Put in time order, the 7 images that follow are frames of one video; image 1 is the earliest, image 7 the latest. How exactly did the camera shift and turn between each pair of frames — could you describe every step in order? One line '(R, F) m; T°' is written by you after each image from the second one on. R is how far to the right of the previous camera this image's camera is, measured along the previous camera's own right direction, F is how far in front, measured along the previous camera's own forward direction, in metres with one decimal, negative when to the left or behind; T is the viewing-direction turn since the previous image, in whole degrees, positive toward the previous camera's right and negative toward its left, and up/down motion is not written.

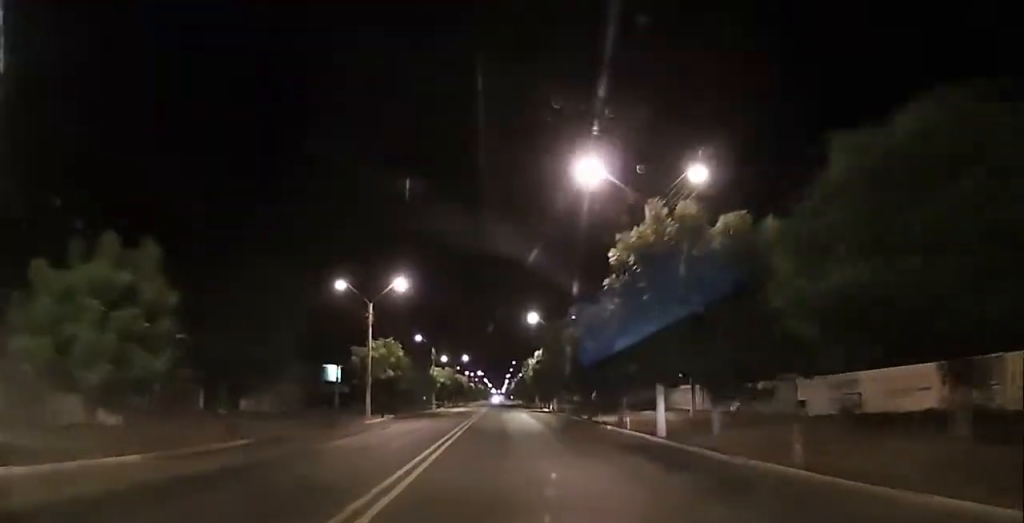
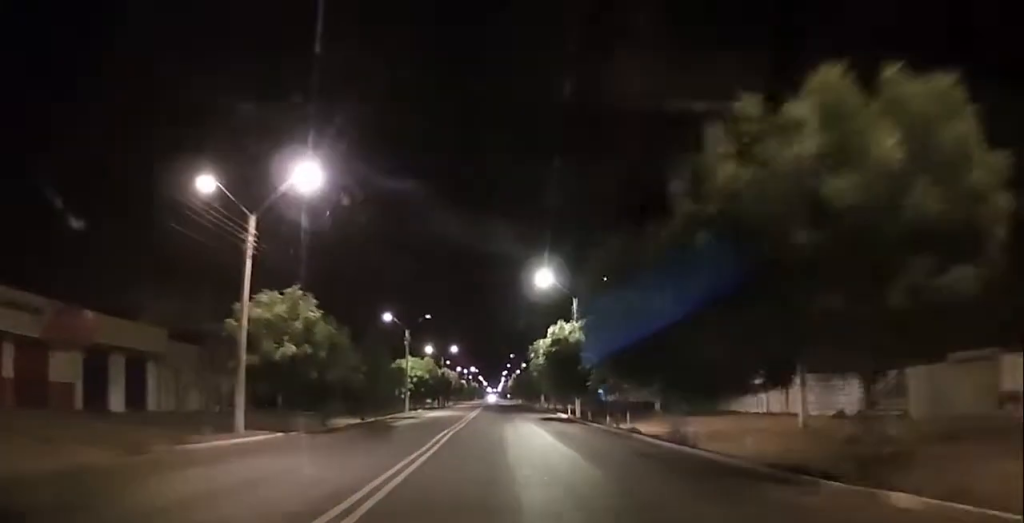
(-0.4, +19.5) m; -3°
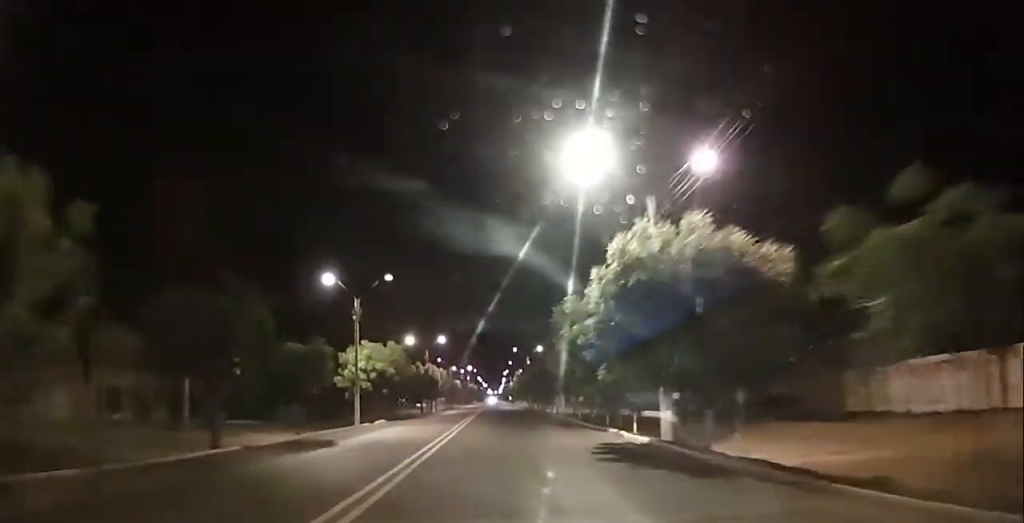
(+0.1, +21.1) m; +1°
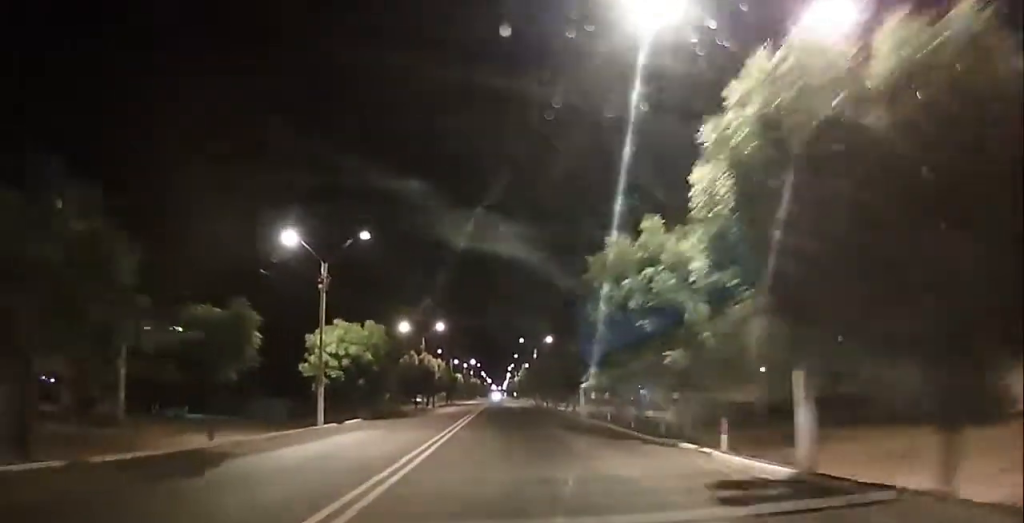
(+0.2, +9.0) m; -1°
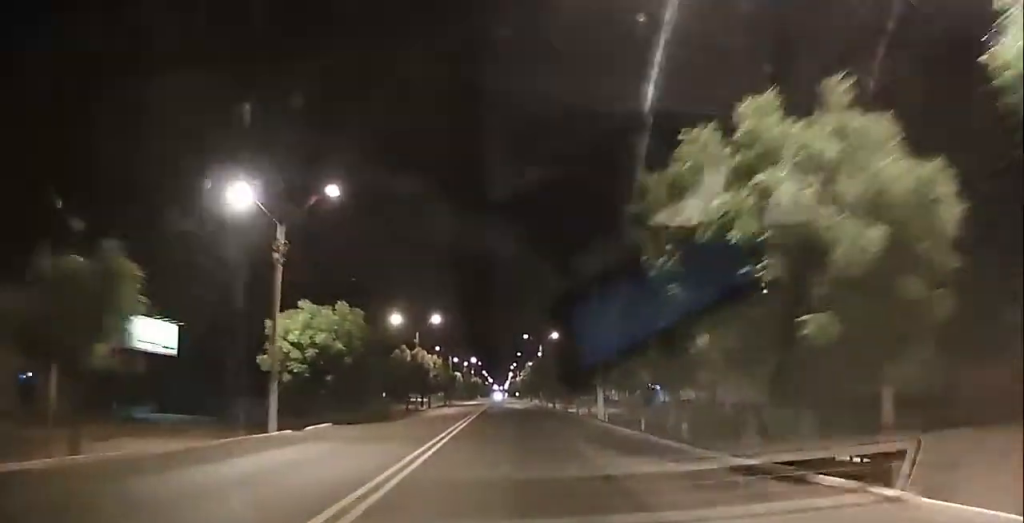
(-0.2, +6.9) m; 0°
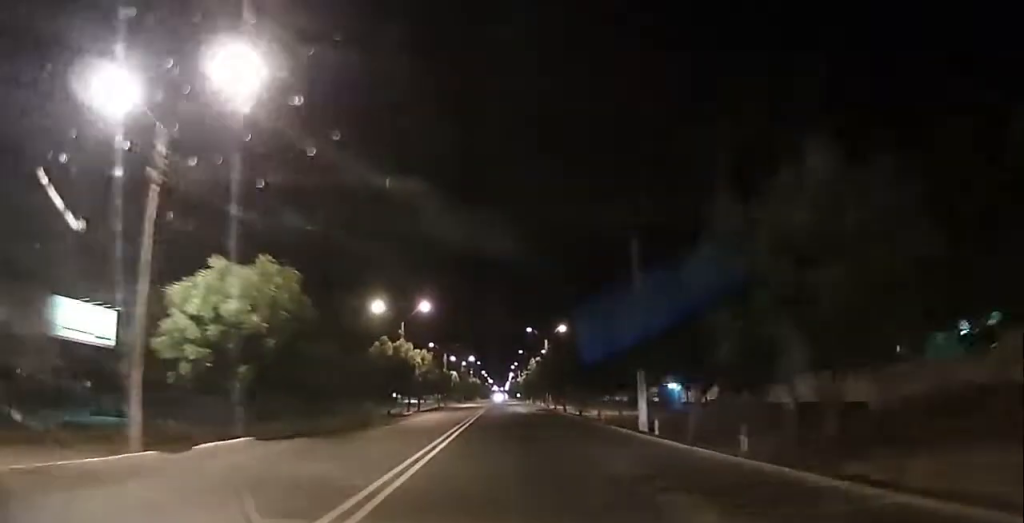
(-0.2, +9.8) m; 0°
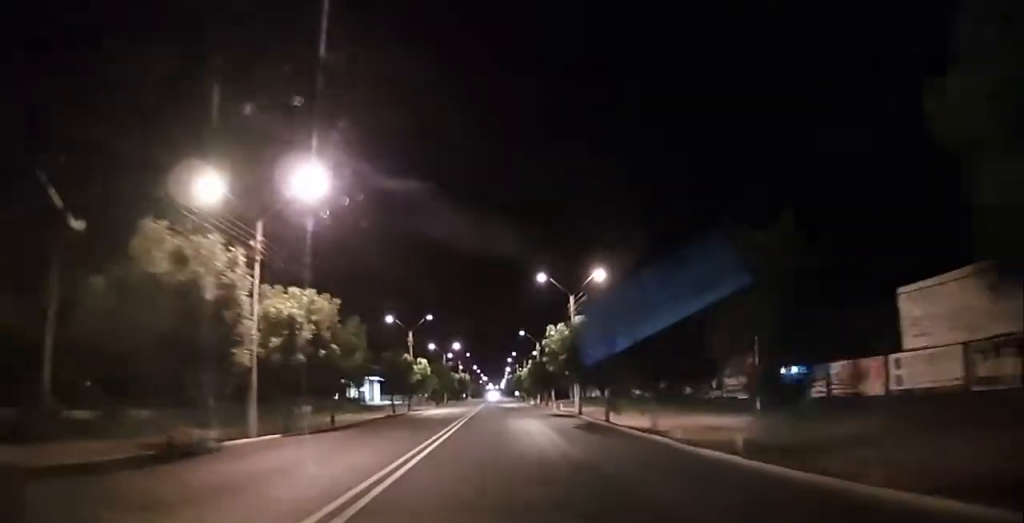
(+0.6, +32.3) m; +2°
